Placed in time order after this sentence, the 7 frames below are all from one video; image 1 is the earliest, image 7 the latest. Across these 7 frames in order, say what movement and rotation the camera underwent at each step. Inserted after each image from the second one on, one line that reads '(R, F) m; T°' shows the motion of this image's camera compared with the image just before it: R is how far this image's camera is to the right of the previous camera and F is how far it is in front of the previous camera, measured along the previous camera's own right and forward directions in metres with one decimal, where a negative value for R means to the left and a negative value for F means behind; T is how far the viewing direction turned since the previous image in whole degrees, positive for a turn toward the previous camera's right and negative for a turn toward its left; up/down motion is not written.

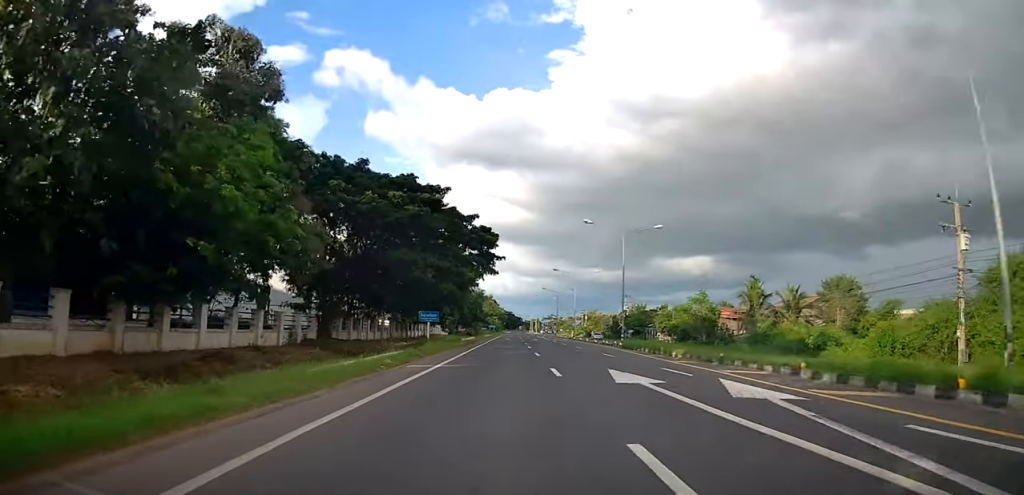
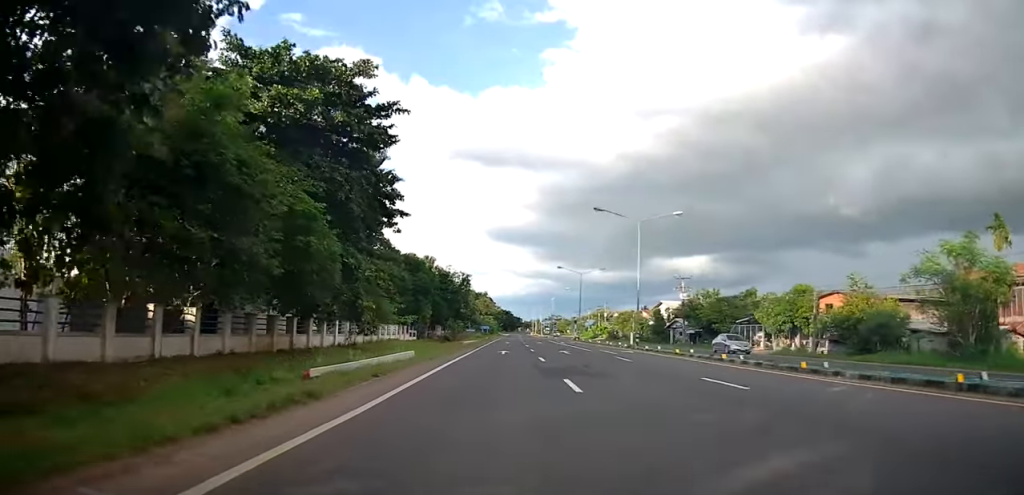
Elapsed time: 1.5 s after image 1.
(-0.3, +39.7) m; 0°
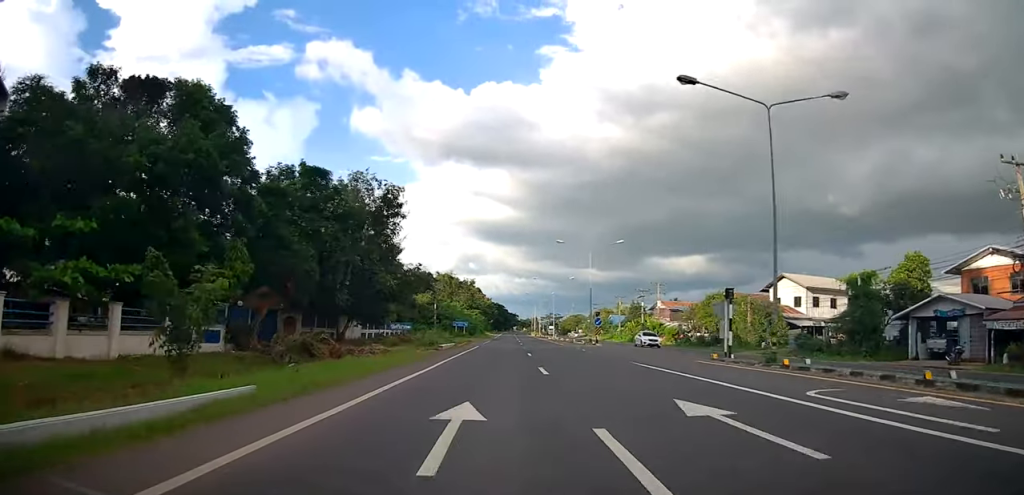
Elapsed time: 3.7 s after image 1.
(+1.2, +55.9) m; +1°
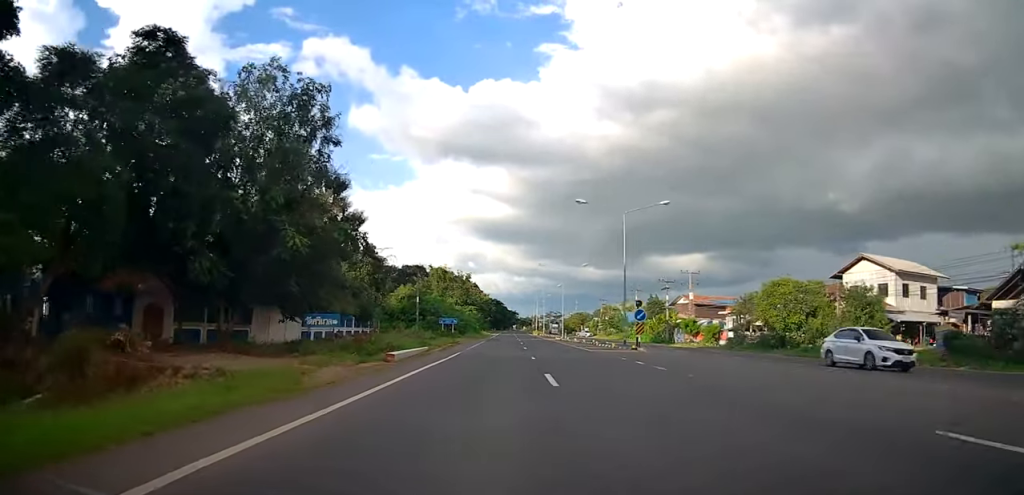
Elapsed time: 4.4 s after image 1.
(-0.2, +16.0) m; -1°
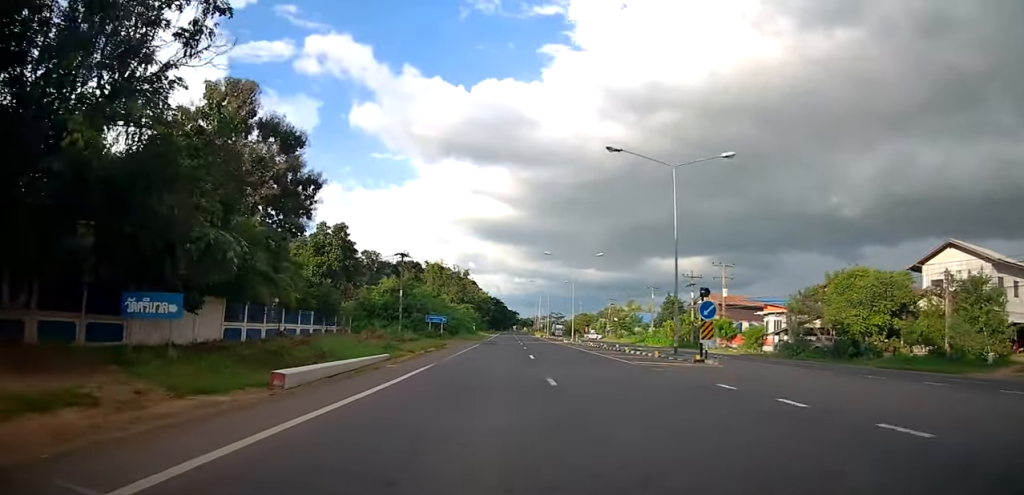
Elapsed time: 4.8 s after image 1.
(0.0, +11.7) m; 0°
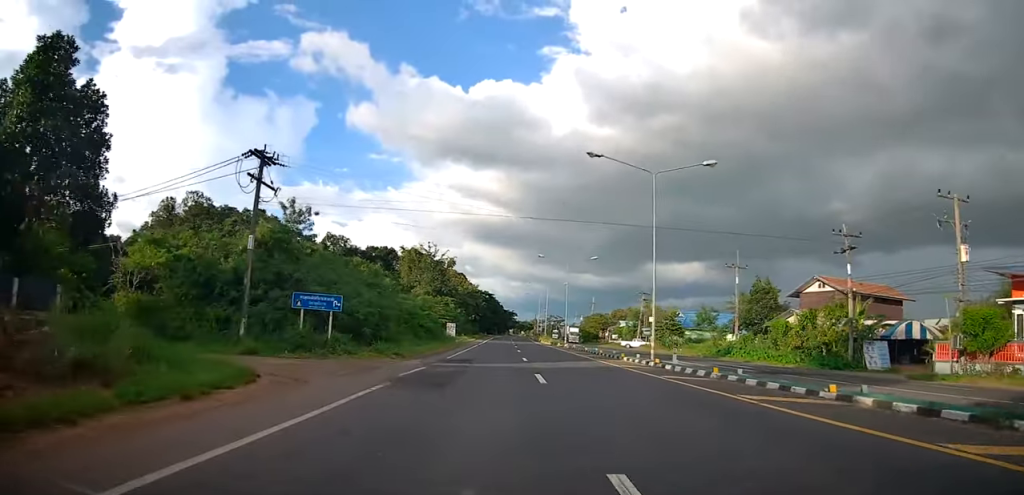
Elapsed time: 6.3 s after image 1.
(+0.2, +35.2) m; +2°
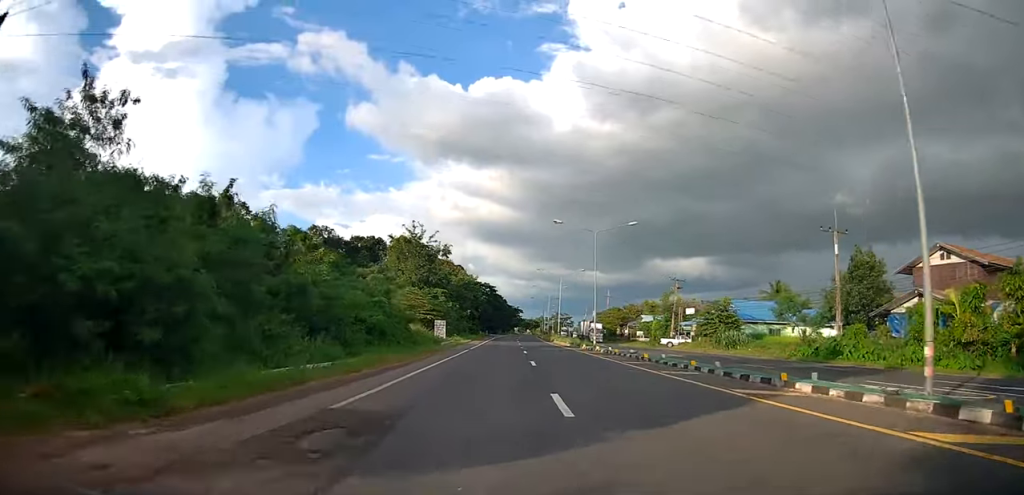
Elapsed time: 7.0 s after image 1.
(+0.6, +17.5) m; 0°
